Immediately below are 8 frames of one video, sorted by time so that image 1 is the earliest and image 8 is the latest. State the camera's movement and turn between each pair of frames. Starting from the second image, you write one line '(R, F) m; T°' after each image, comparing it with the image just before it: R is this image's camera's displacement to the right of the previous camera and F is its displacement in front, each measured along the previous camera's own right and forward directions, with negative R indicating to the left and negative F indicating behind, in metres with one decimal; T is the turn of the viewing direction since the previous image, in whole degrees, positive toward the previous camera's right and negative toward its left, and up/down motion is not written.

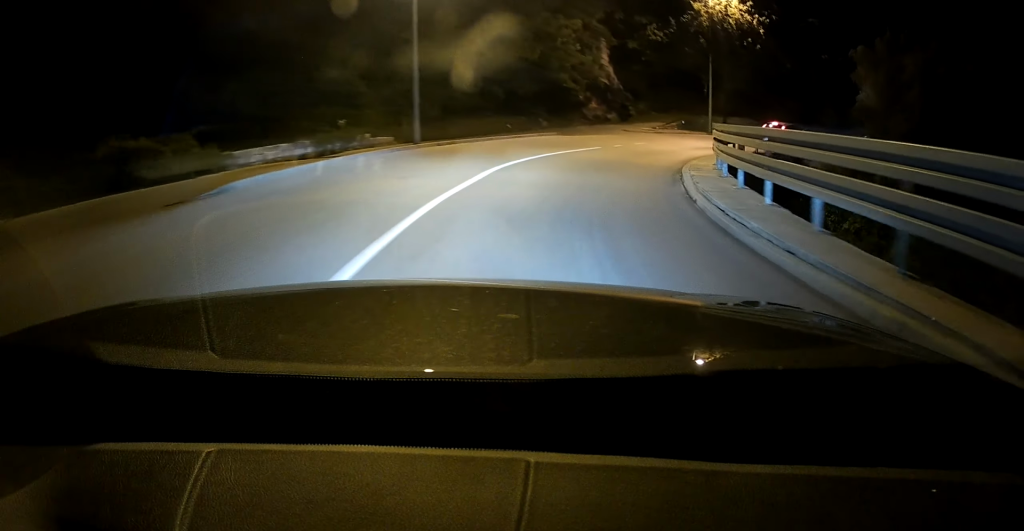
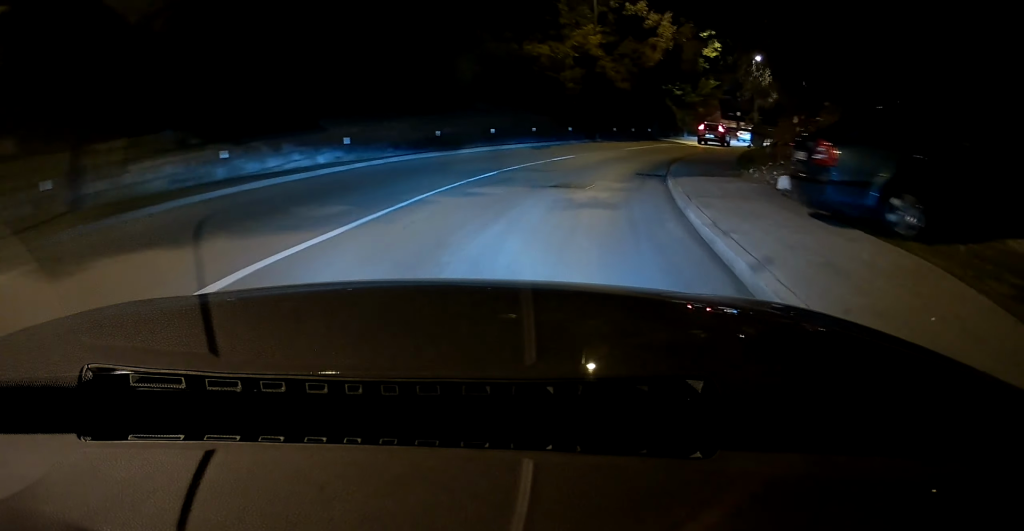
(+11.3, +30.1) m; +45°
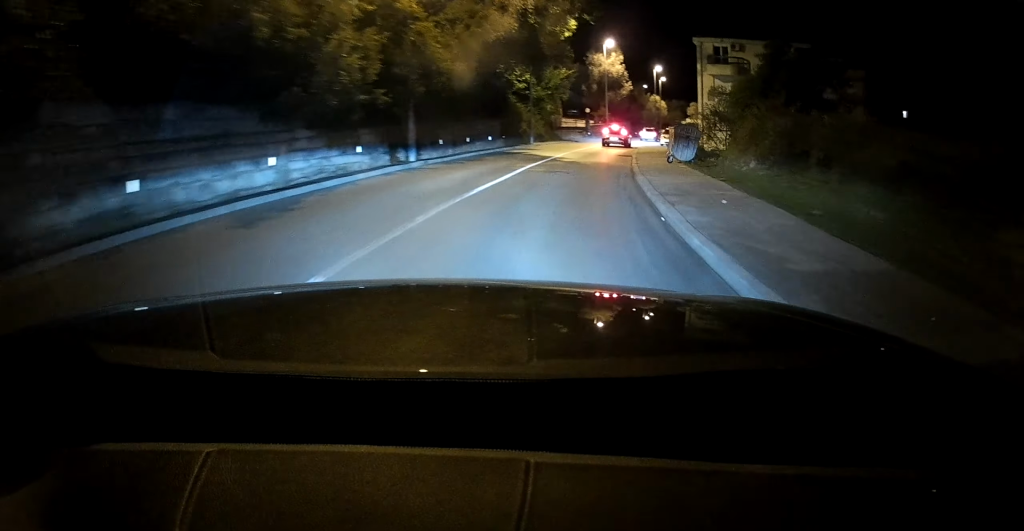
(+2.7, +14.4) m; +14°
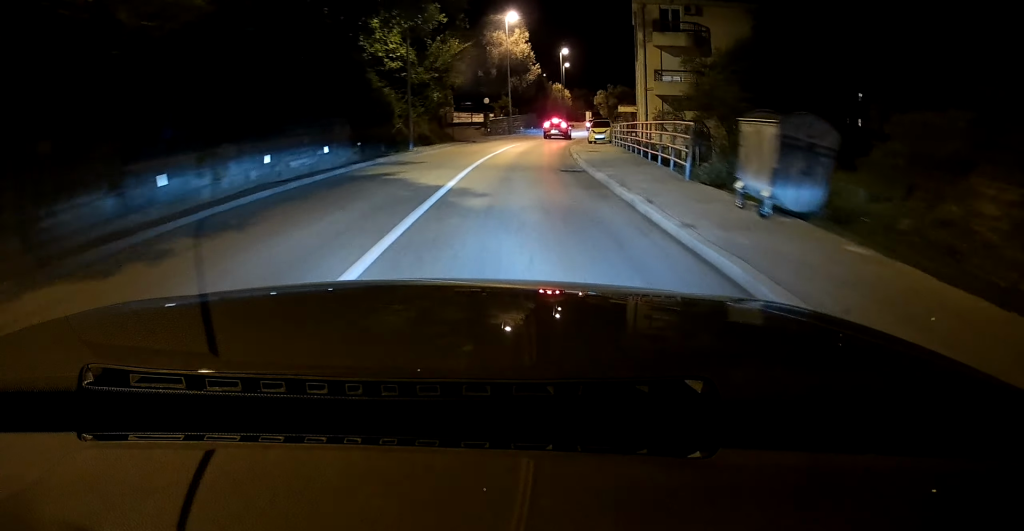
(+1.6, +14.5) m; +9°
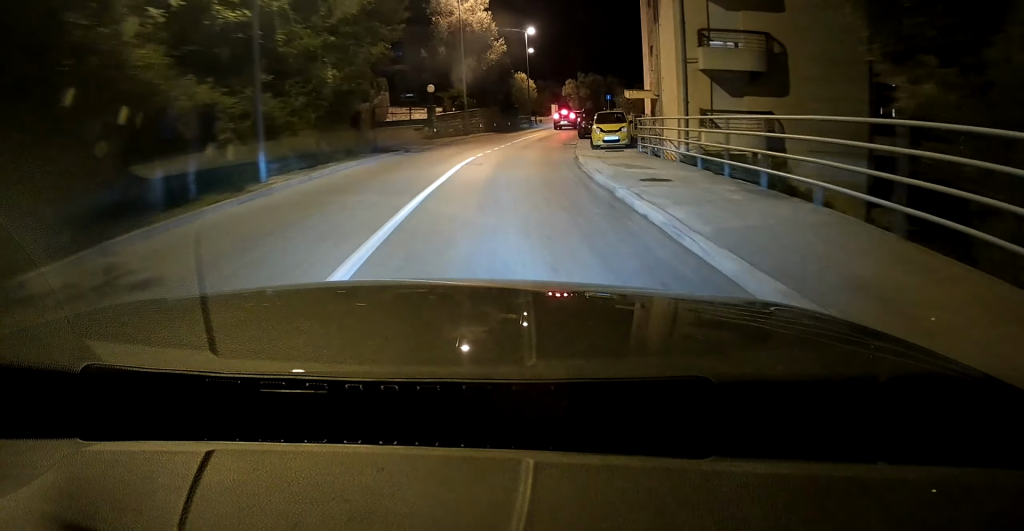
(+1.0, +16.0) m; +6°
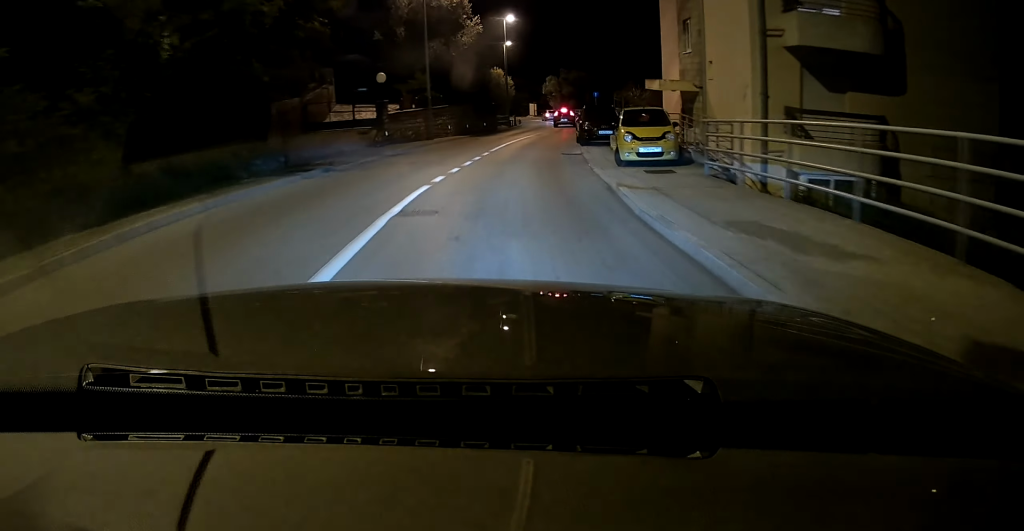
(0.0, +9.3) m; +3°
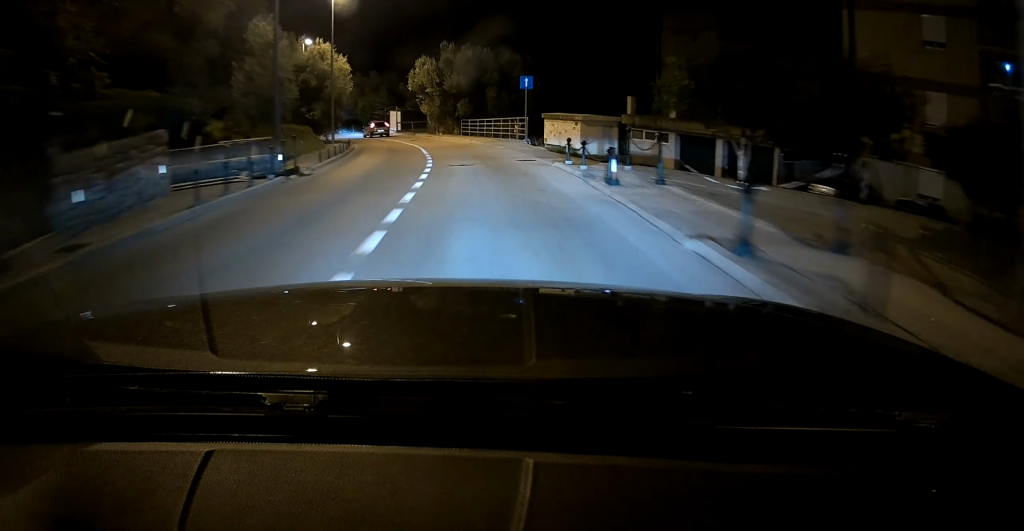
(+3.2, +45.7) m; +5°
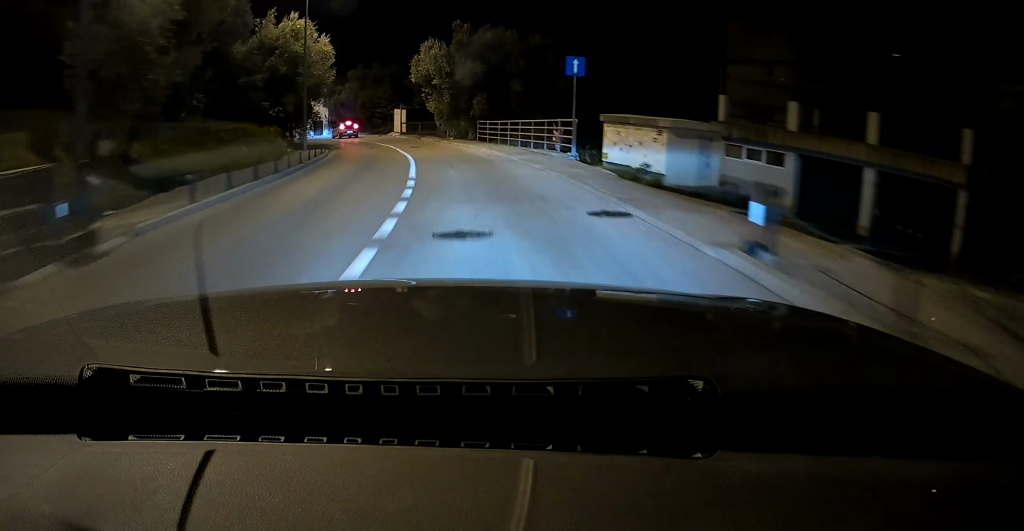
(0.0, +11.6) m; -2°
